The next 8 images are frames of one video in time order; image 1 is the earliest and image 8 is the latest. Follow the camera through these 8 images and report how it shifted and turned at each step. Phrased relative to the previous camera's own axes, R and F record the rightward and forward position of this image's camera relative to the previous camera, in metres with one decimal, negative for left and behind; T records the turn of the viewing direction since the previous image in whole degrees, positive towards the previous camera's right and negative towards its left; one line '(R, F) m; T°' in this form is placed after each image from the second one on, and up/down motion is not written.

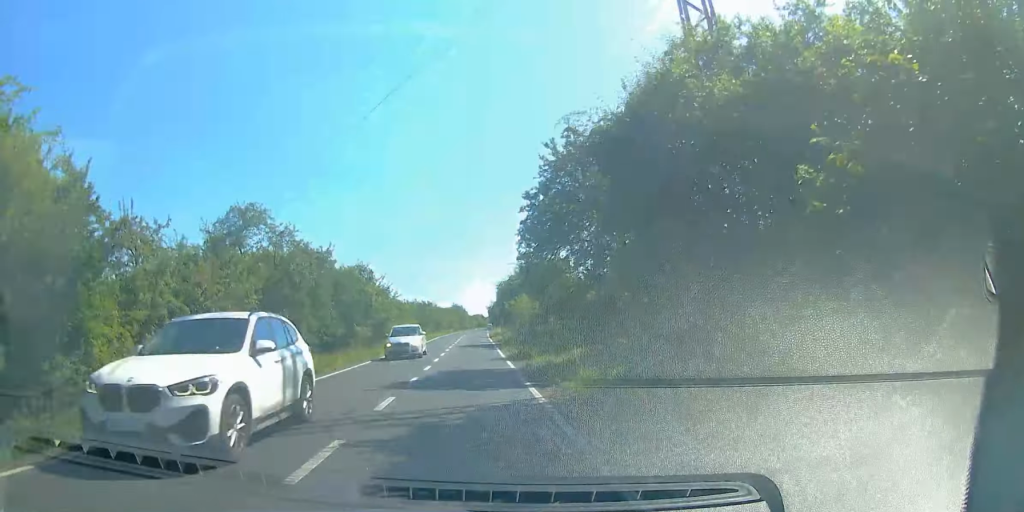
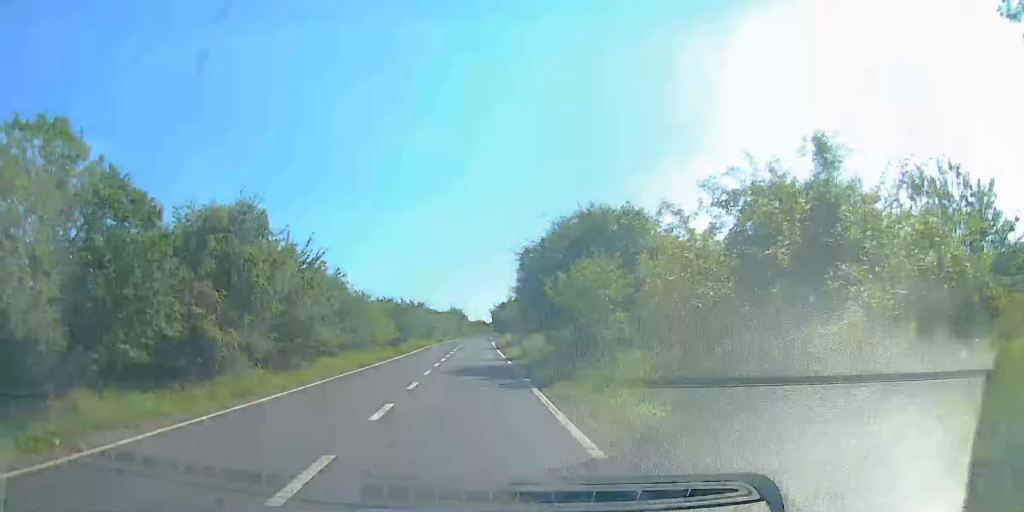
(0.0, +17.5) m; 0°
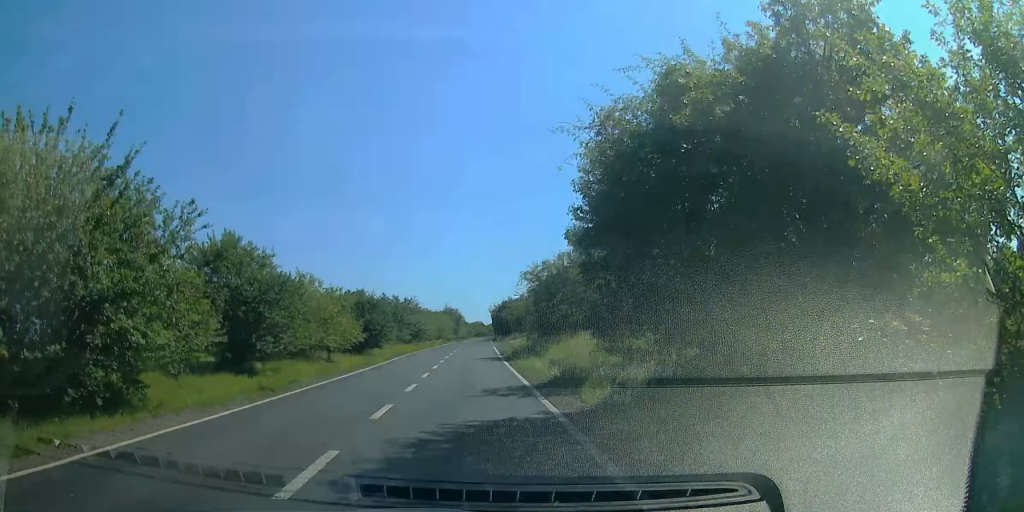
(0.0, +11.9) m; 0°
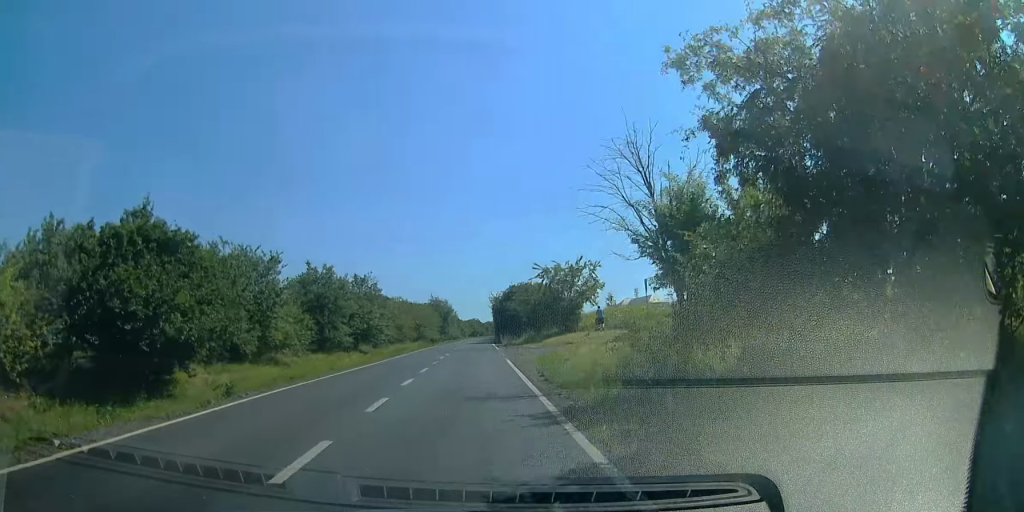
(0.0, +23.0) m; -1°
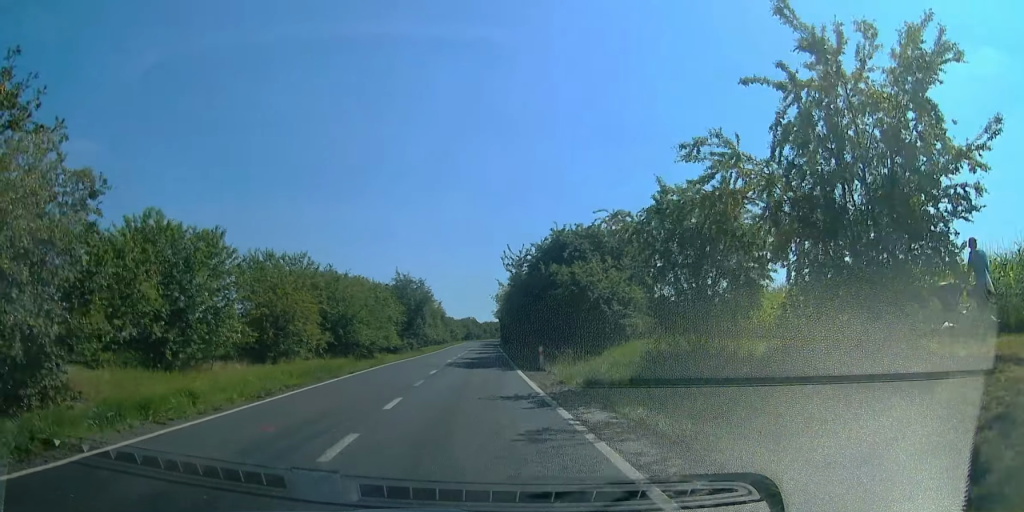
(-0.7, +29.7) m; -2°
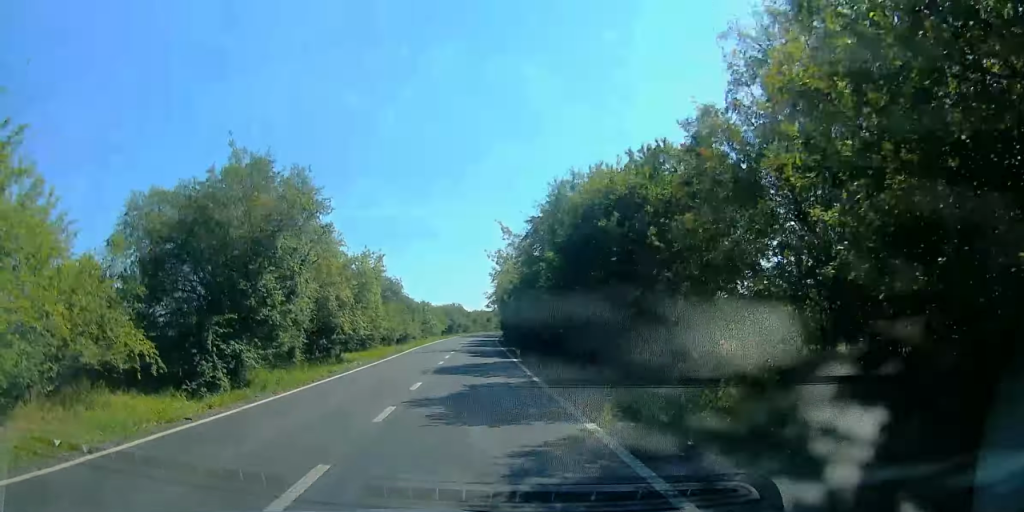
(-0.1, +30.3) m; 0°
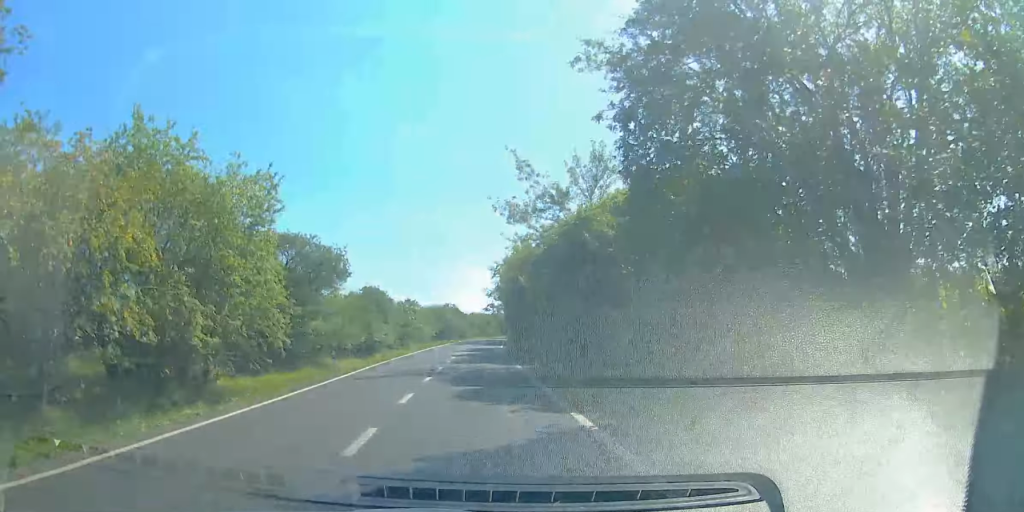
(0.0, +15.9) m; 0°
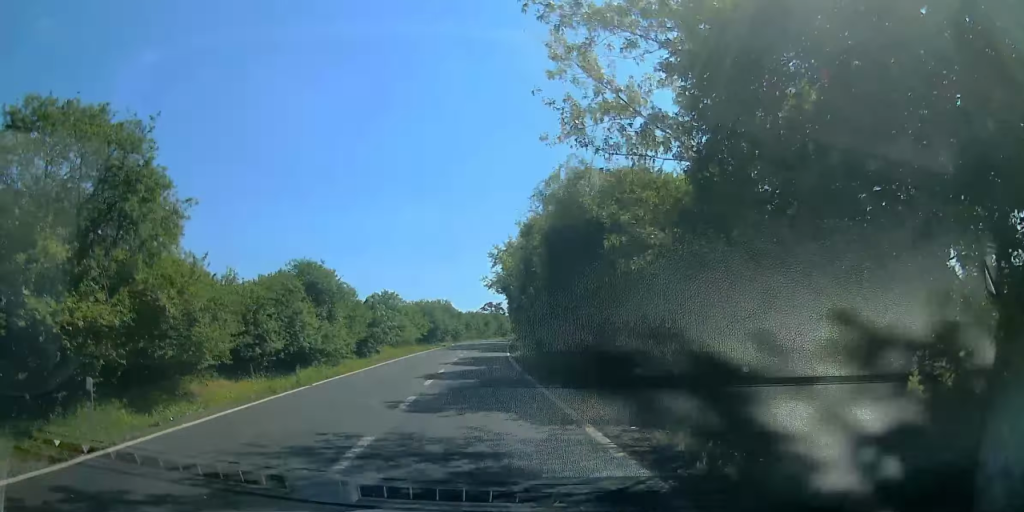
(0.0, +16.2) m; +1°
